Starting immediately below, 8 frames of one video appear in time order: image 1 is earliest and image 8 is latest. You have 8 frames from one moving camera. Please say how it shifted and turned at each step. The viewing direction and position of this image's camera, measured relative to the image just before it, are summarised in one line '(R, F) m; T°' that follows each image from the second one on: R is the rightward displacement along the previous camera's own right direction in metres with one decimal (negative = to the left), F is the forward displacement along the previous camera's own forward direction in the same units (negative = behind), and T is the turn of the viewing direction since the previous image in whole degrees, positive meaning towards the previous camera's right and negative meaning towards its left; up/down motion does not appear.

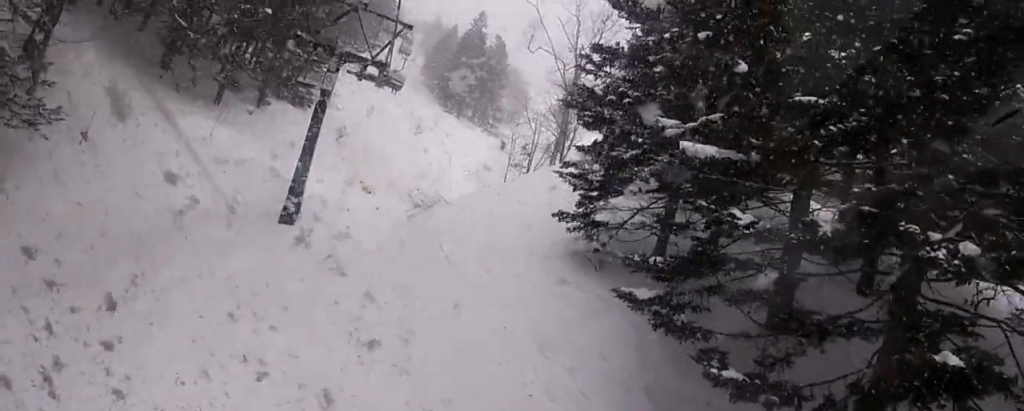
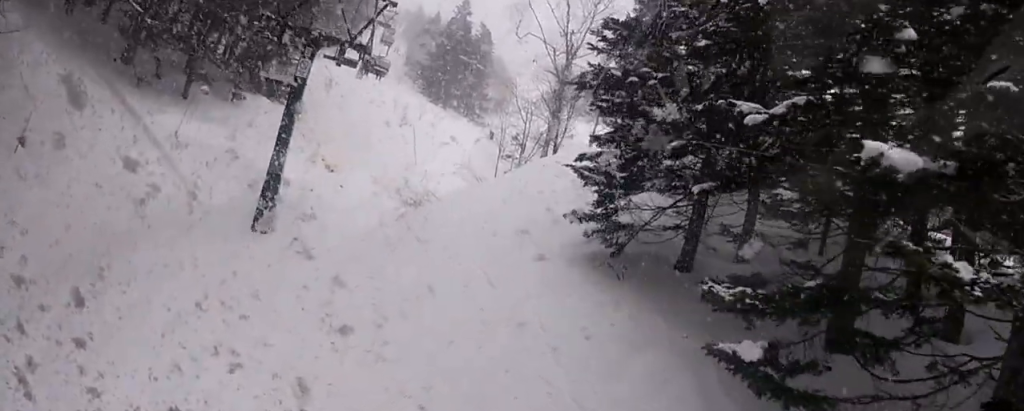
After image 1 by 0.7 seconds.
(0.0, +2.7) m; -2°
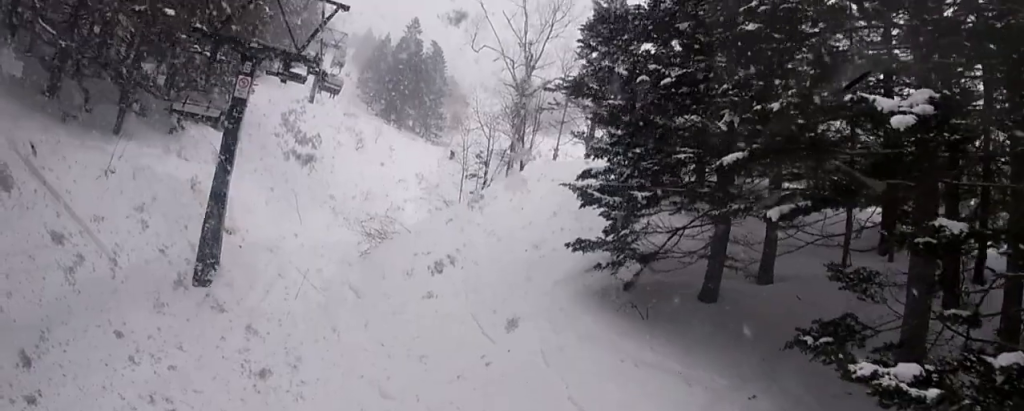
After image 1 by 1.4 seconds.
(-0.1, +3.0) m; -2°
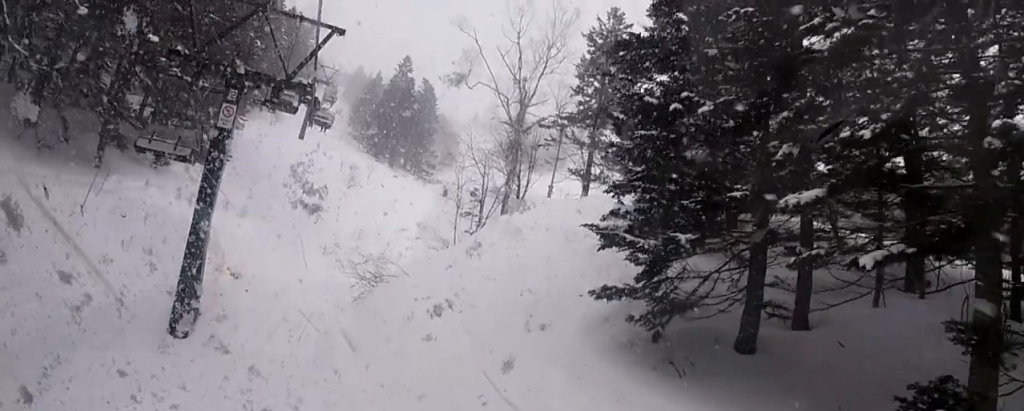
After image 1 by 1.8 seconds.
(0.0, +1.7) m; -1°
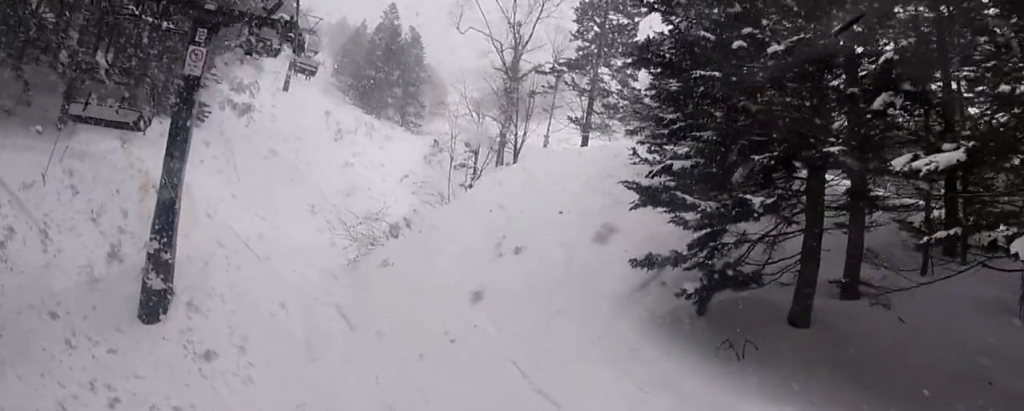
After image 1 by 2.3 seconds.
(0.0, +1.9) m; 0°
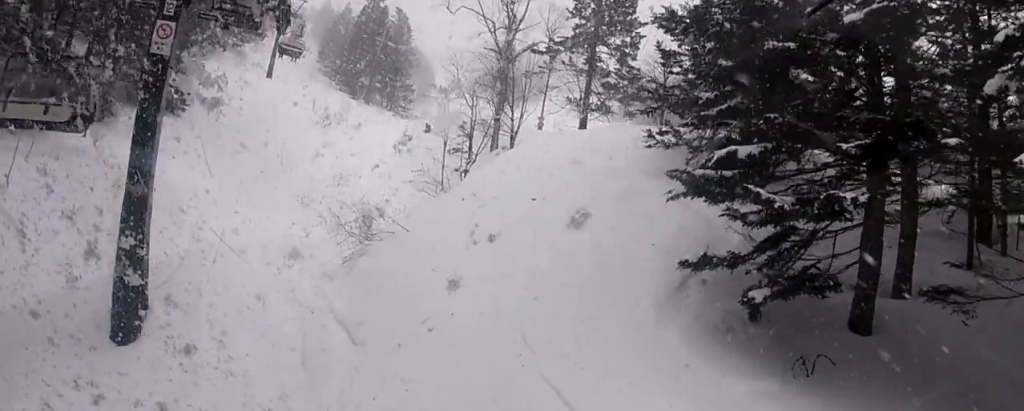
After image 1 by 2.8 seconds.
(0.0, +1.7) m; 0°
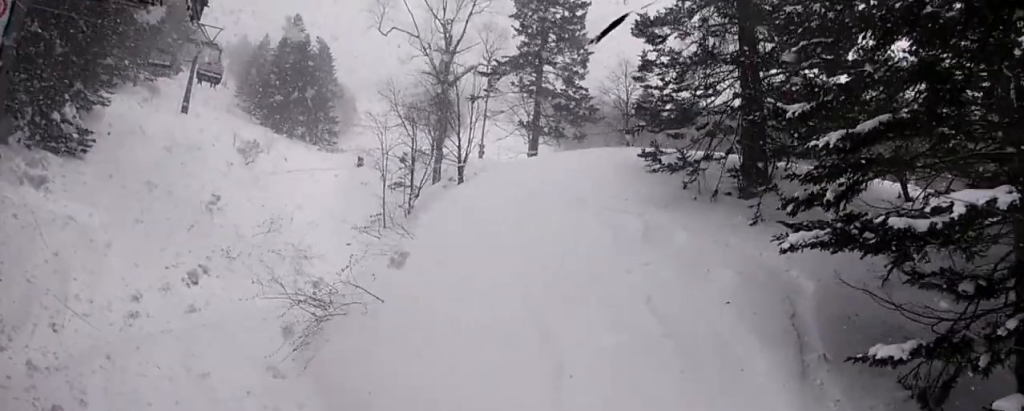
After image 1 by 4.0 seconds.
(0.0, +4.6) m; 0°
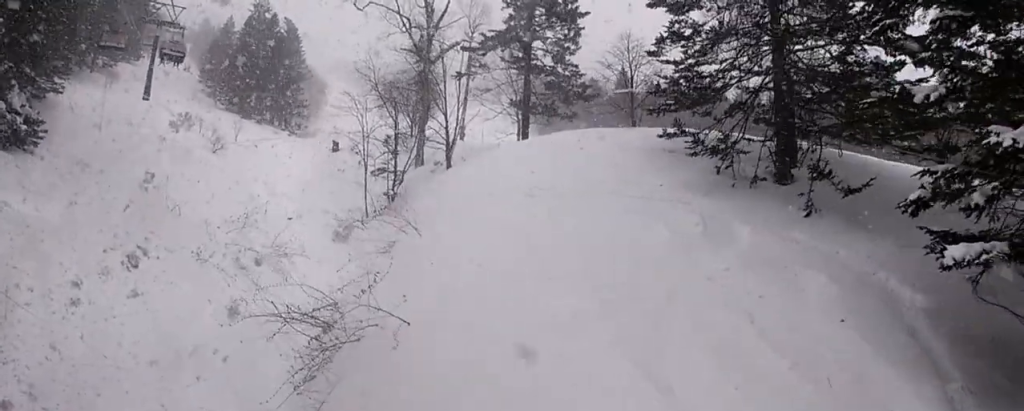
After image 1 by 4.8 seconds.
(0.0, +2.9) m; 0°
